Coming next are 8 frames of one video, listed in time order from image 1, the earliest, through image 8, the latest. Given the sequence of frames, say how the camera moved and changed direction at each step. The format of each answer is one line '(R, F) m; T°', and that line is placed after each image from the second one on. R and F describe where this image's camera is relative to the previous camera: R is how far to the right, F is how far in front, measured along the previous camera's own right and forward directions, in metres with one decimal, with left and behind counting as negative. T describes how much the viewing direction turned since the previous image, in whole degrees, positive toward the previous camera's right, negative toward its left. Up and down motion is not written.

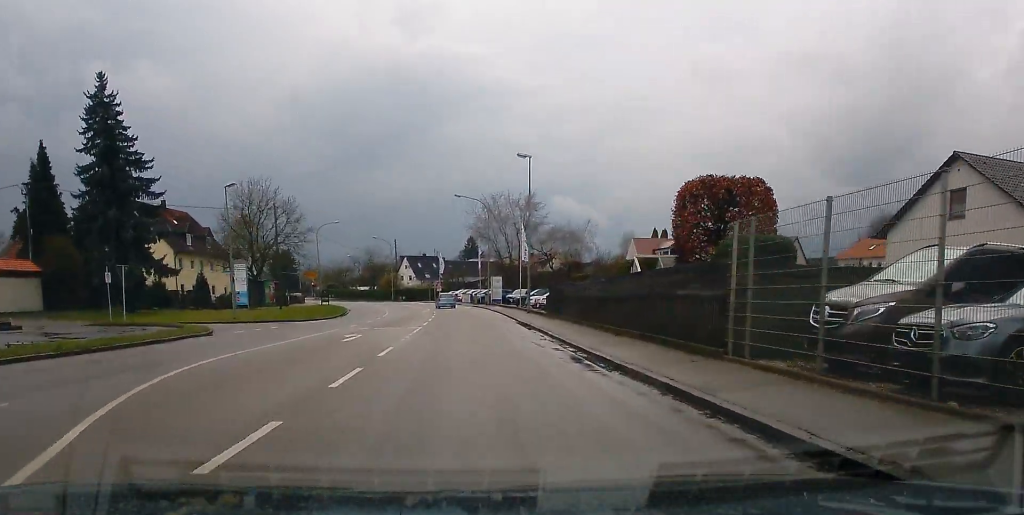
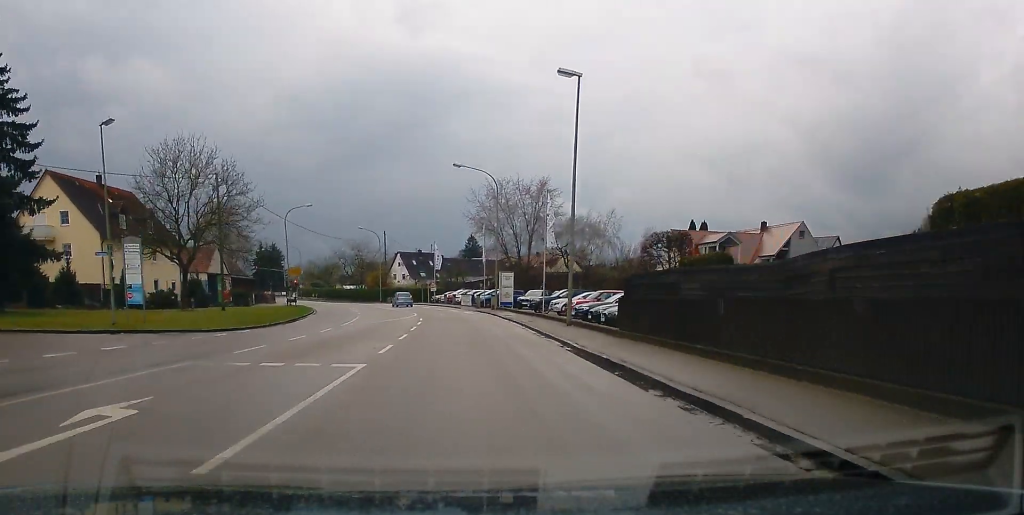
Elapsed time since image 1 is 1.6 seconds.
(+0.2, +17.9) m; -1°
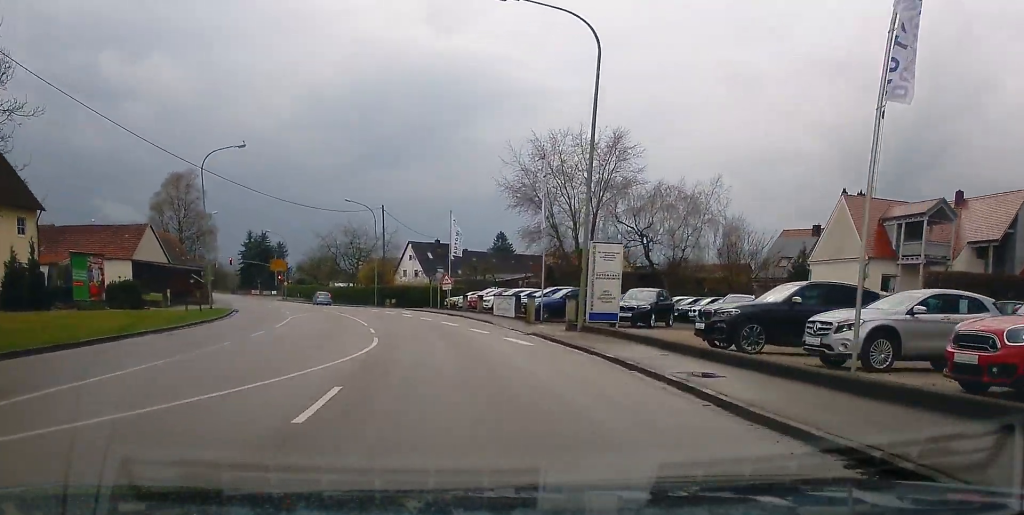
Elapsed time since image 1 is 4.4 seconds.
(-0.7, +32.0) m; -5°
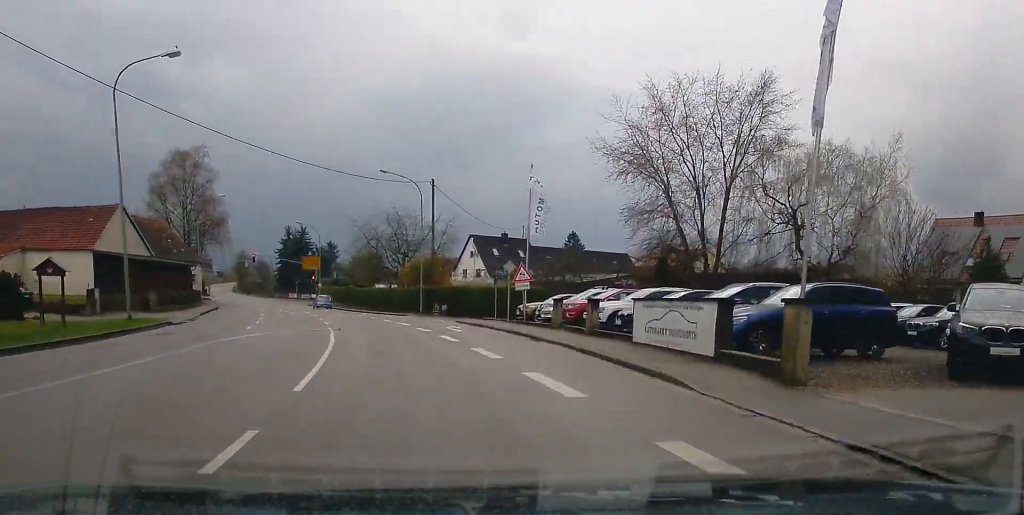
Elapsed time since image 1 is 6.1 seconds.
(-0.9, +19.7) m; -5°
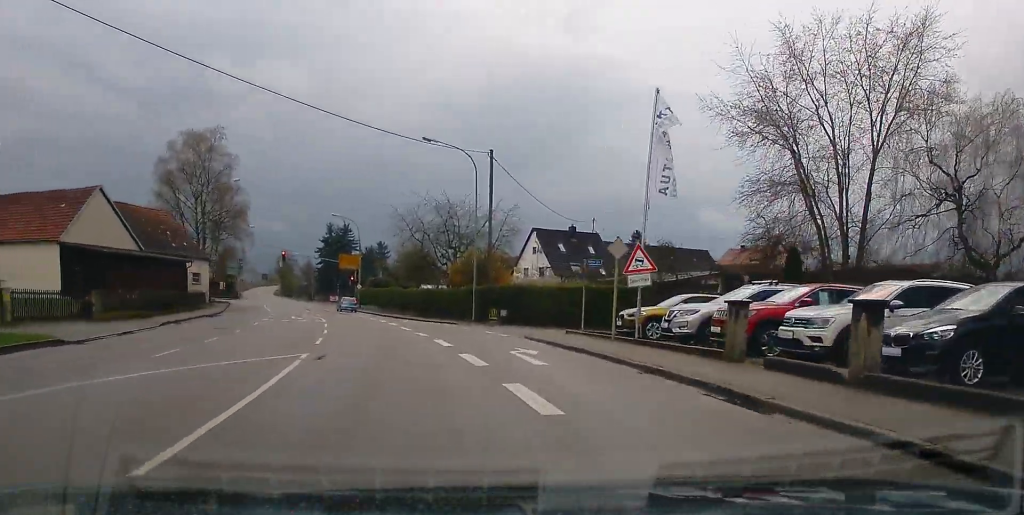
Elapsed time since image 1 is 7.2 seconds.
(-0.1, +12.5) m; -3°
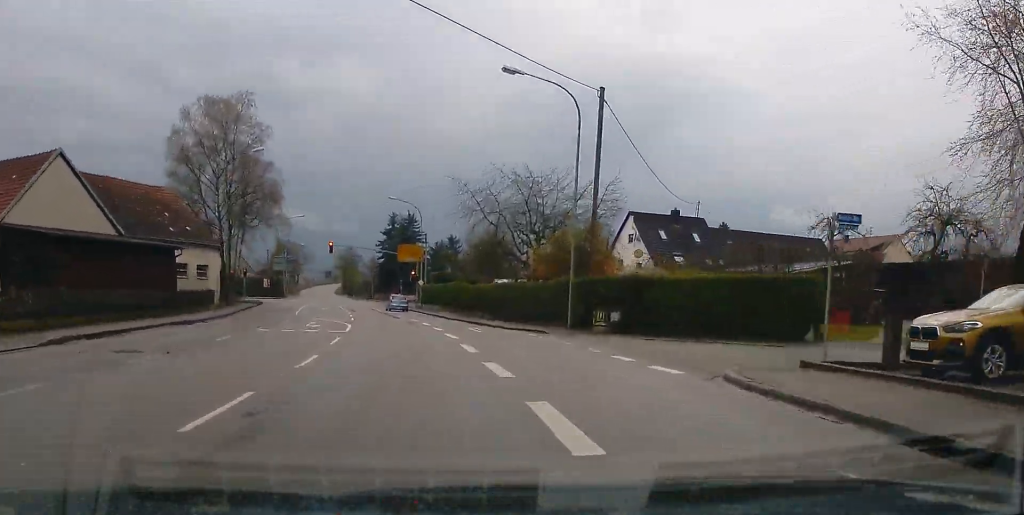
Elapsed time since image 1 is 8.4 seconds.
(-0.6, +12.2) m; -4°
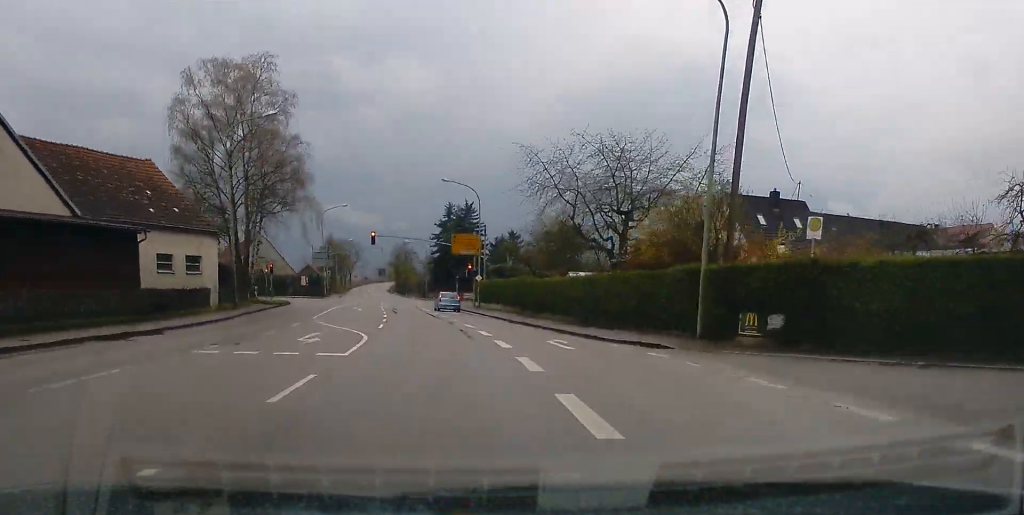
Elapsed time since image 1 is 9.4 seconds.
(+0.2, +9.9) m; -3°
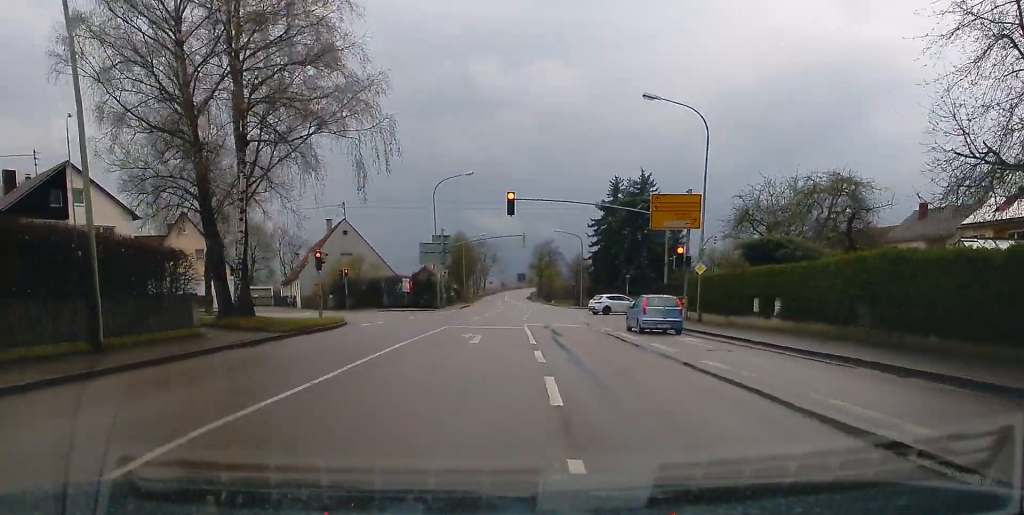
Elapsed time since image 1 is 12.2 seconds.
(-2.4, +24.7) m; -7°
